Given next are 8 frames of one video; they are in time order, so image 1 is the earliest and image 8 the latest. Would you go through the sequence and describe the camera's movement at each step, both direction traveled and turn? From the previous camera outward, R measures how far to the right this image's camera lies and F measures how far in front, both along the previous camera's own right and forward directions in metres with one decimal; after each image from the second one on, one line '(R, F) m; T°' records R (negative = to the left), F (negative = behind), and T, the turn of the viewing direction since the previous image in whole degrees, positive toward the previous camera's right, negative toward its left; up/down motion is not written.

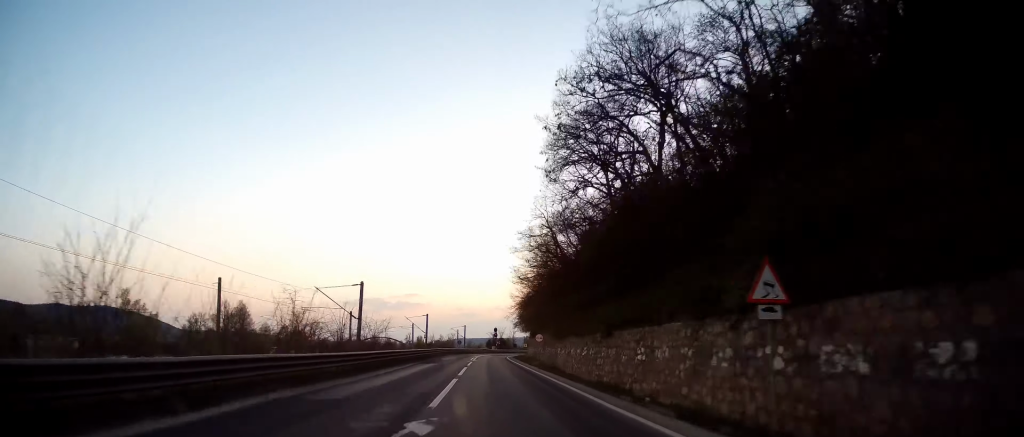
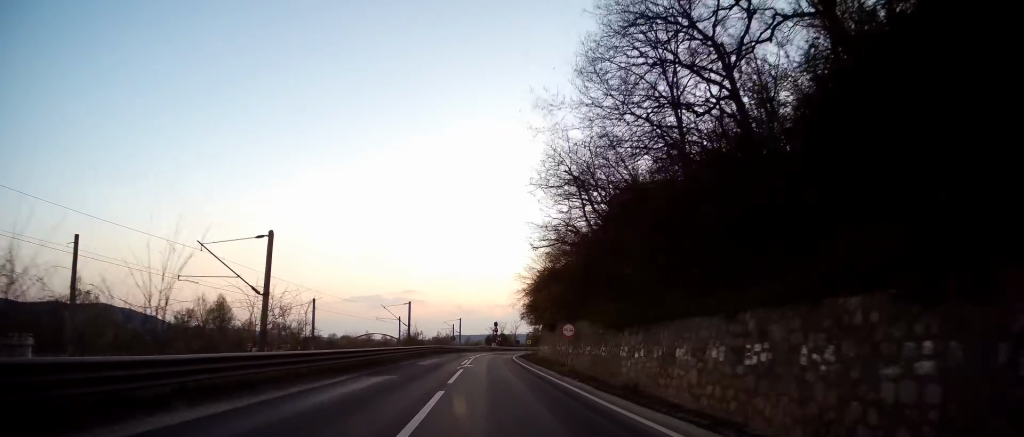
(+0.1, +18.0) m; +1°
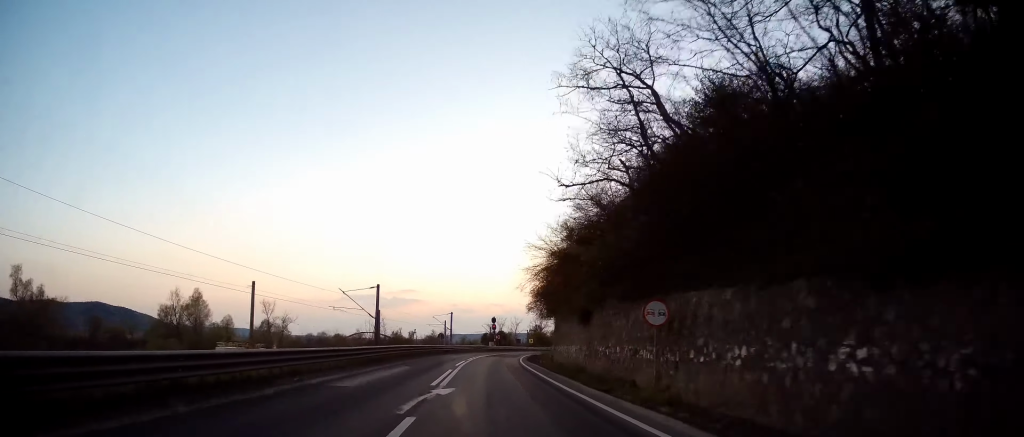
(+0.3, +17.5) m; +1°
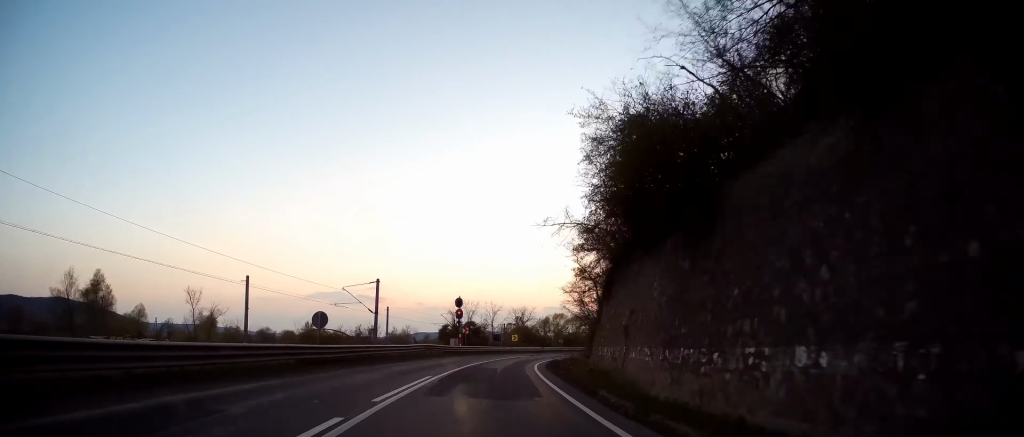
(-0.1, +42.3) m; +1°
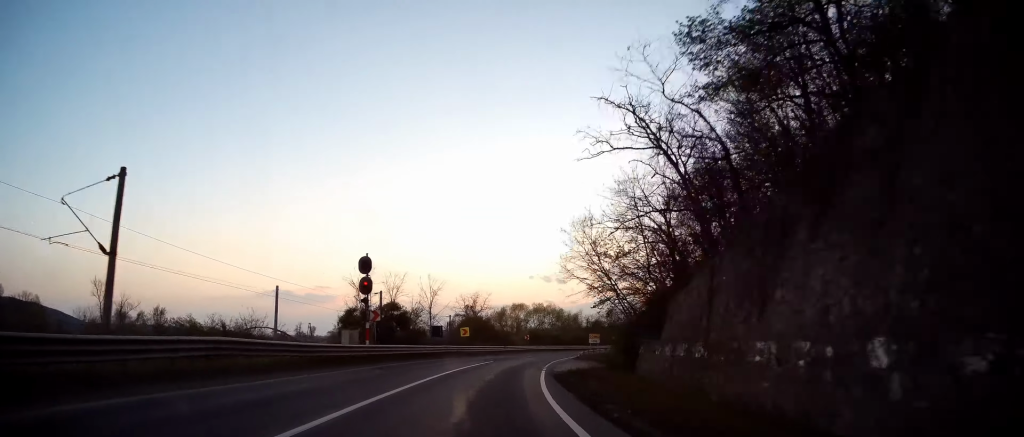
(+0.6, +28.1) m; +6°
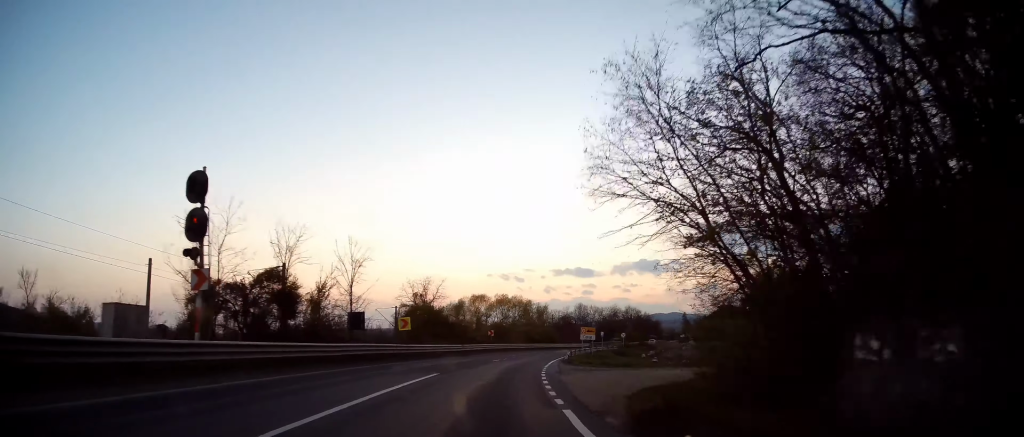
(+1.2, +17.0) m; +4°
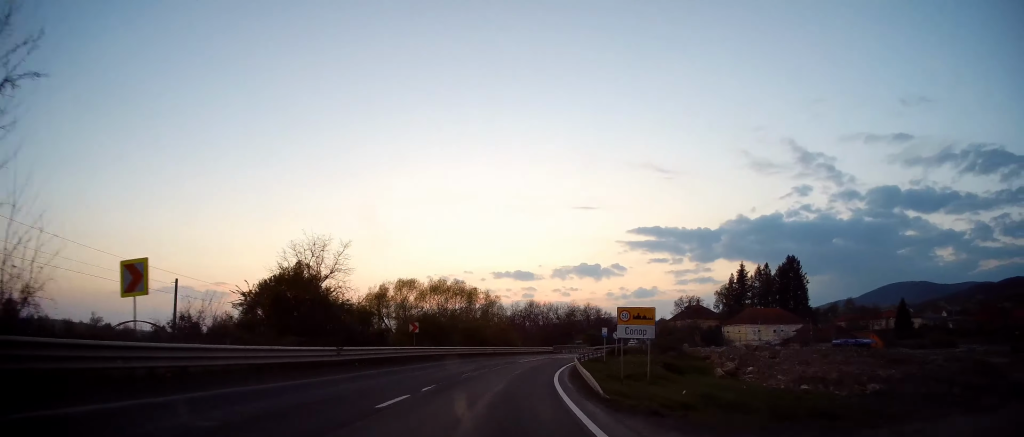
(+1.1, +25.7) m; +5°
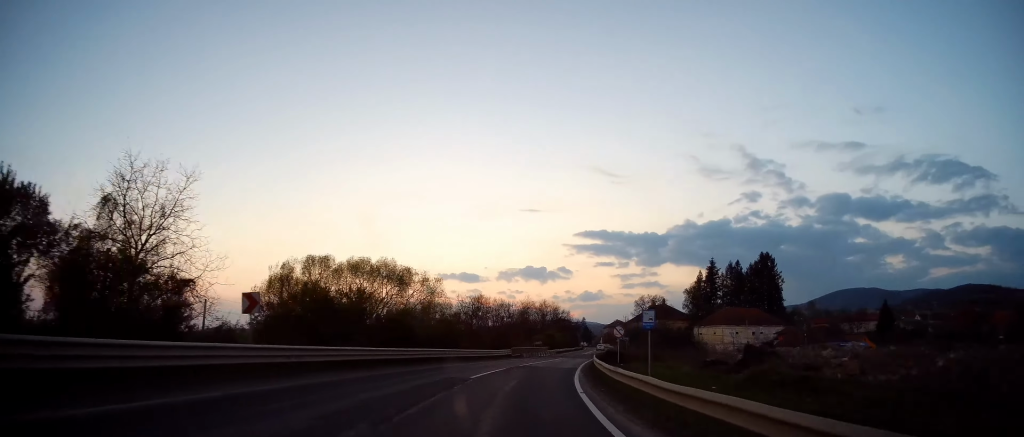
(+0.7, +18.8) m; +5°
